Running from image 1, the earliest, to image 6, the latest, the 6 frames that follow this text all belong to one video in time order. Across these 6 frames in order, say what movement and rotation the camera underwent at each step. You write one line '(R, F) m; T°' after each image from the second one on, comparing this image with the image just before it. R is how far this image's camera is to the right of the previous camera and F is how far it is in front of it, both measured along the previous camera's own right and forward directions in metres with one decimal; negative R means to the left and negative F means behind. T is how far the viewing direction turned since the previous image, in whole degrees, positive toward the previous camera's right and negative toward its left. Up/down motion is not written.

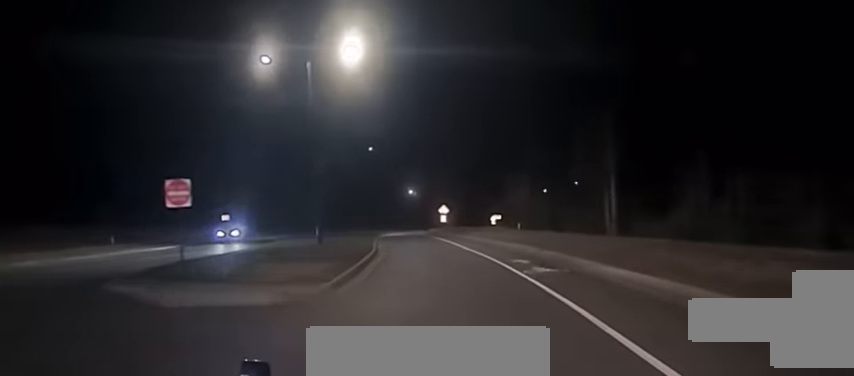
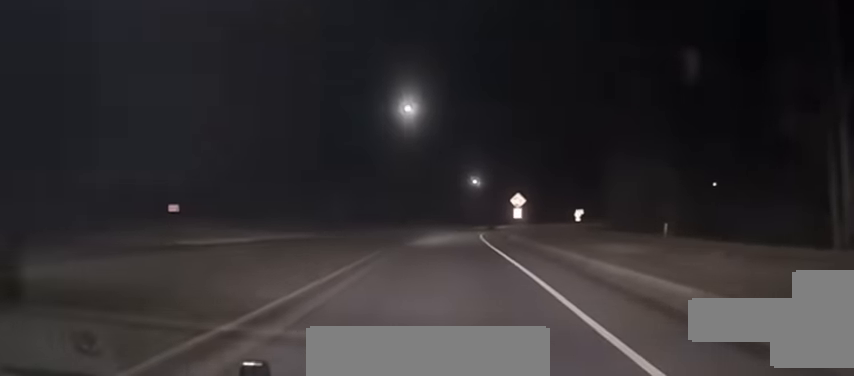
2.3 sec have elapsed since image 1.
(-1.2, +28.6) m; -5°
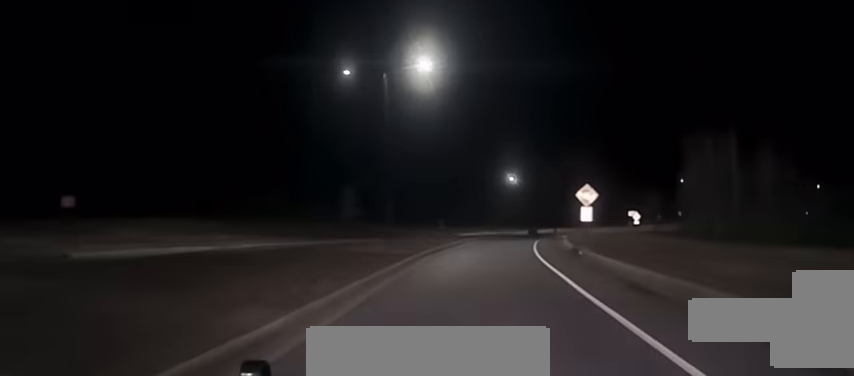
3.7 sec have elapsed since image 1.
(-0.4, +17.2) m; -1°
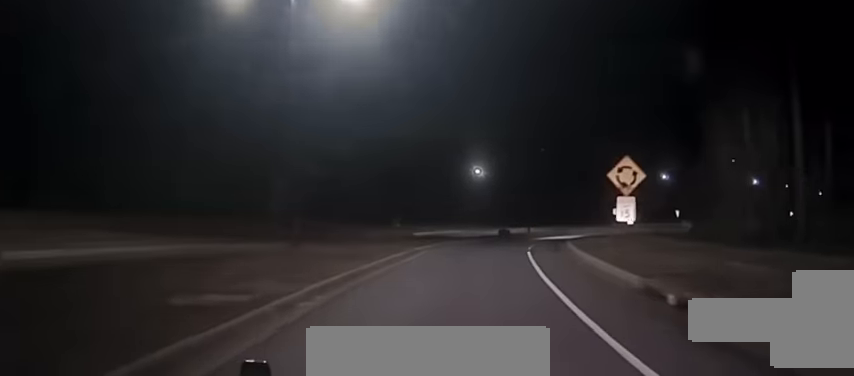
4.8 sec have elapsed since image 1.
(+0.2, +14.9) m; +2°
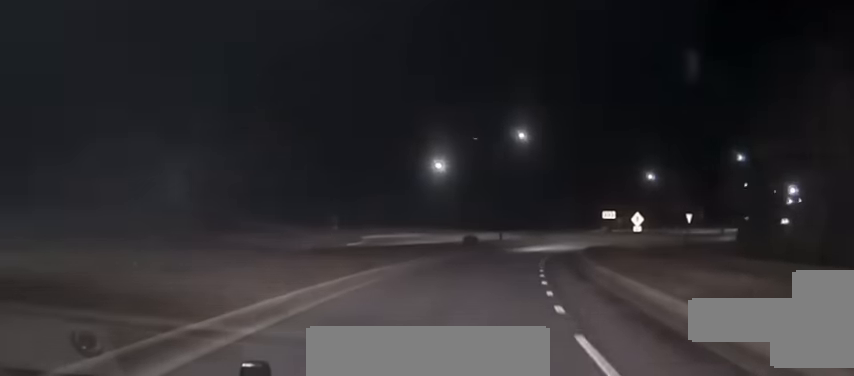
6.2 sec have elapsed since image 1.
(+0.4, +18.0) m; +4°
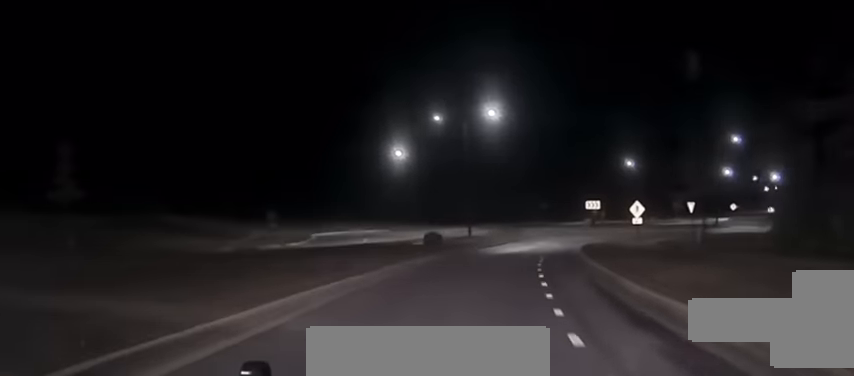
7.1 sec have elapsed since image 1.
(+0.4, +11.1) m; +4°
